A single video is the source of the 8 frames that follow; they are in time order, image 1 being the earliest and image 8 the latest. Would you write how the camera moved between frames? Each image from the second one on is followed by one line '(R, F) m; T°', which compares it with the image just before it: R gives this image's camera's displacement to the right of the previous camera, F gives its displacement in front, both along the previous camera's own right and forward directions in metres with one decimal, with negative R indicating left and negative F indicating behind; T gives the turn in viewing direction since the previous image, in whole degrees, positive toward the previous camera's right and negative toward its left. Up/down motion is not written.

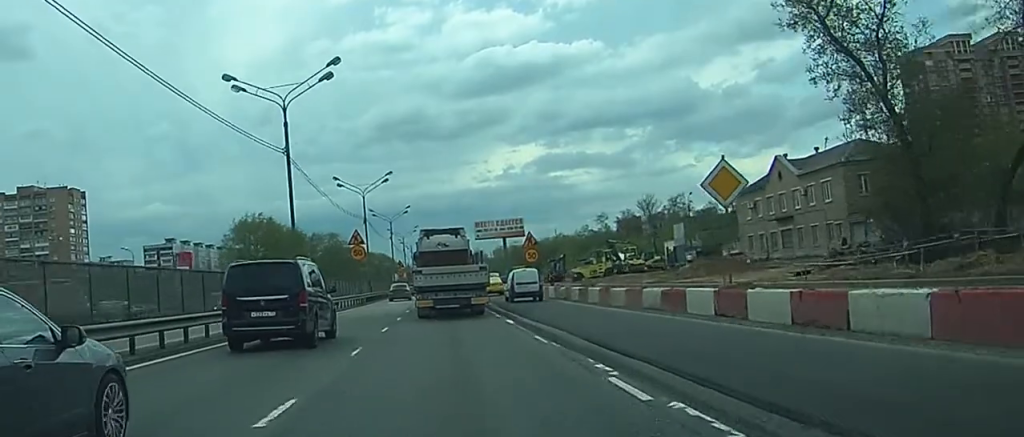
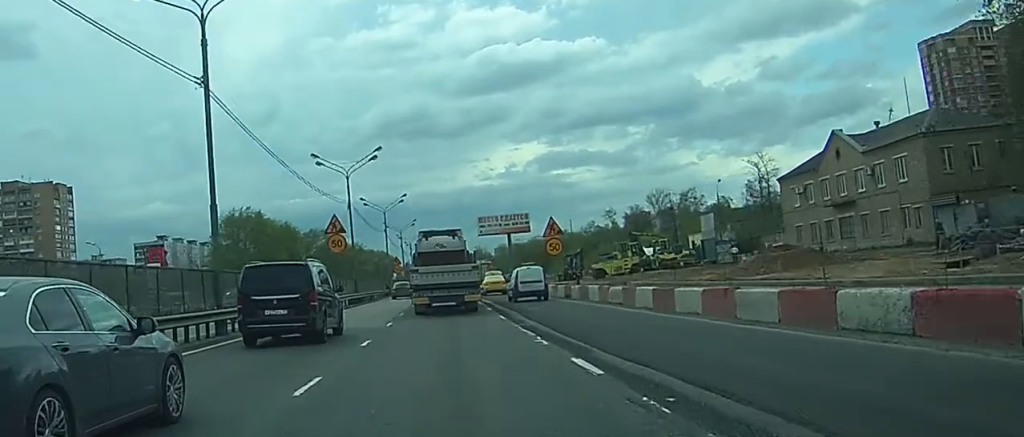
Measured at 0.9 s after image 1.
(-0.3, +13.7) m; -1°
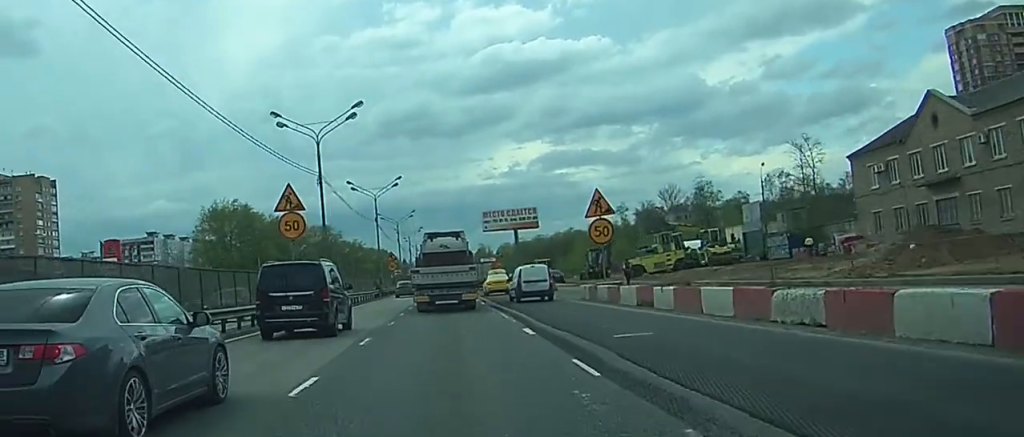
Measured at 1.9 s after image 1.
(-0.2, +15.9) m; +1°
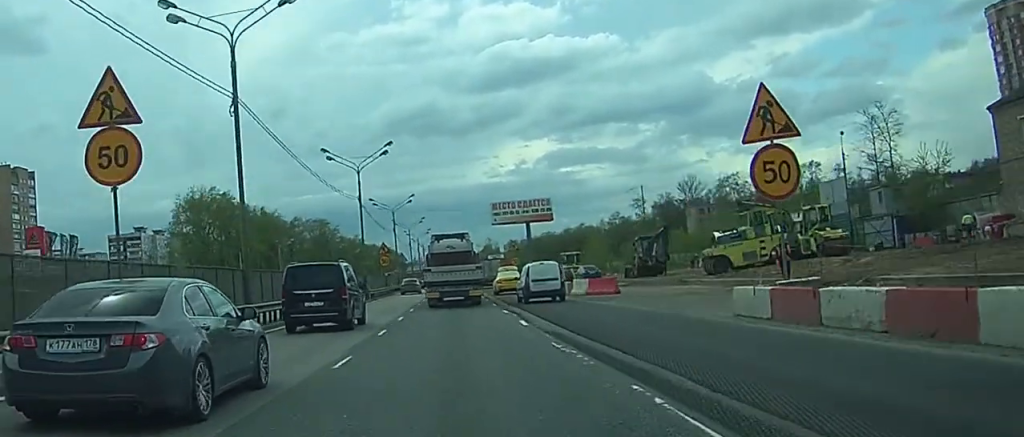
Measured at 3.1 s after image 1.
(+0.7, +20.1) m; +4°
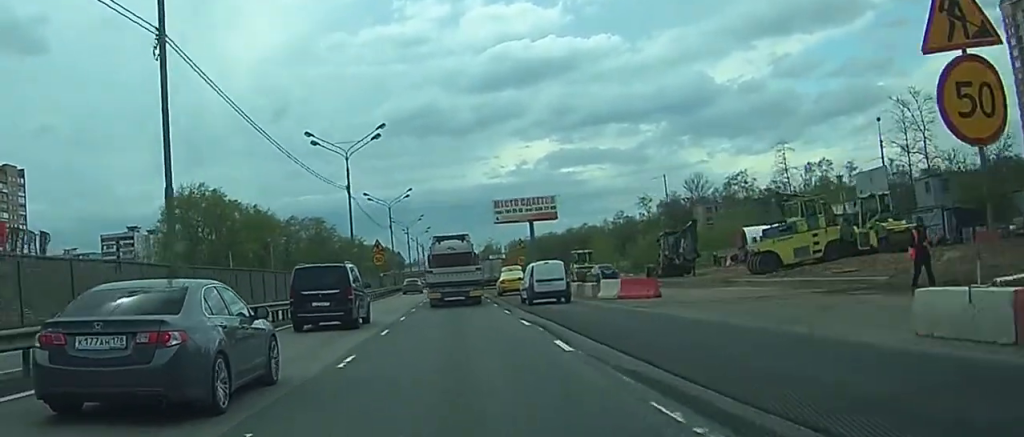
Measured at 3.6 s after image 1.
(+0.1, +7.3) m; +1°
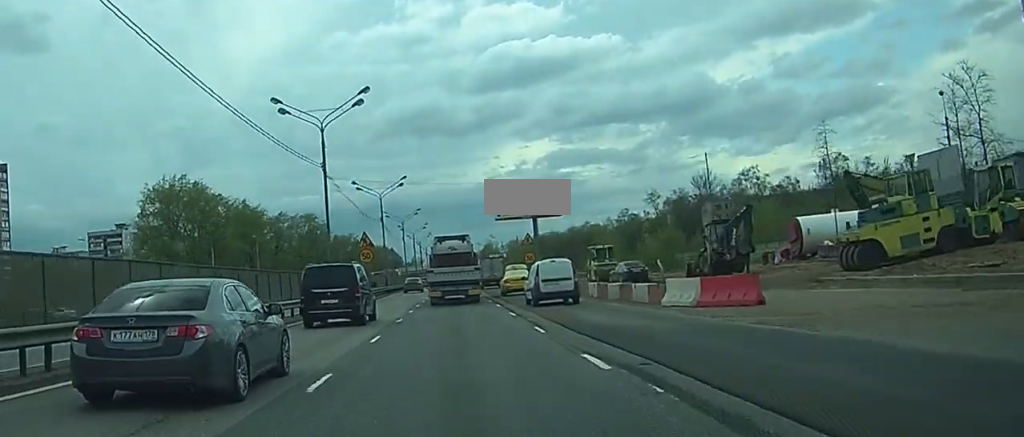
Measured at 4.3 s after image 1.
(+0.1, +10.4) m; +1°
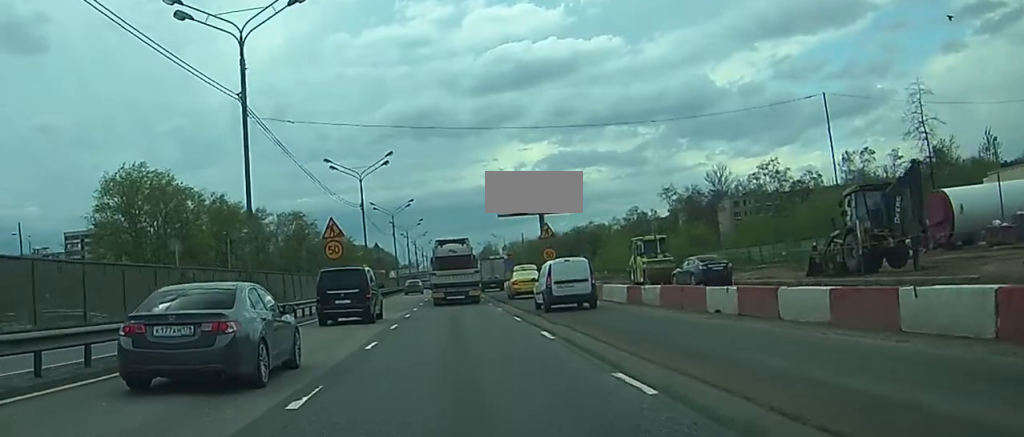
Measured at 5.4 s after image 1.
(+0.2, +17.1) m; 0°
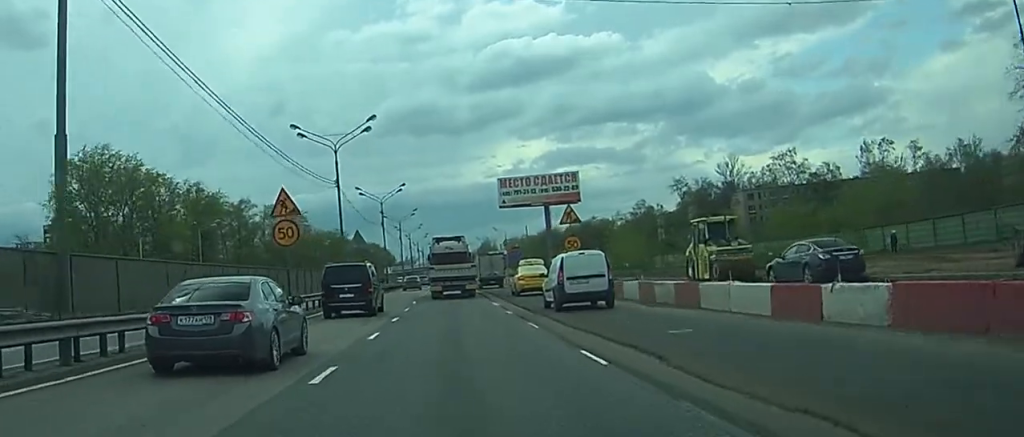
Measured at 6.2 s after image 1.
(-0.2, +13.0) m; -1°
